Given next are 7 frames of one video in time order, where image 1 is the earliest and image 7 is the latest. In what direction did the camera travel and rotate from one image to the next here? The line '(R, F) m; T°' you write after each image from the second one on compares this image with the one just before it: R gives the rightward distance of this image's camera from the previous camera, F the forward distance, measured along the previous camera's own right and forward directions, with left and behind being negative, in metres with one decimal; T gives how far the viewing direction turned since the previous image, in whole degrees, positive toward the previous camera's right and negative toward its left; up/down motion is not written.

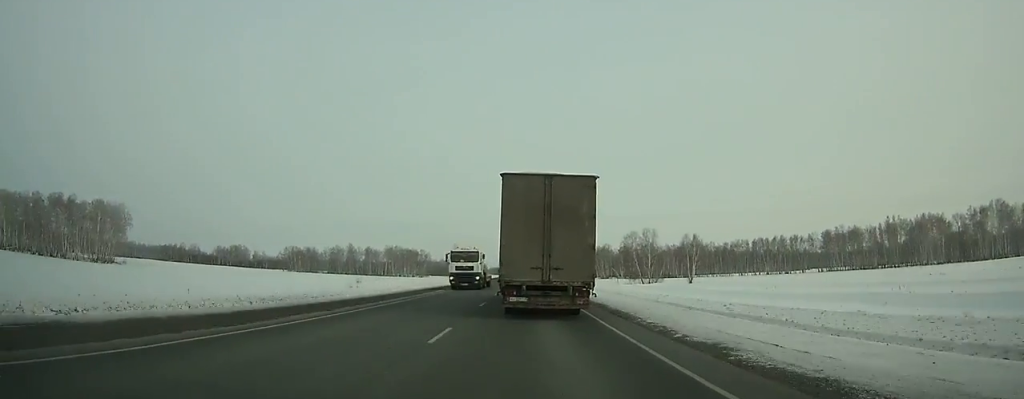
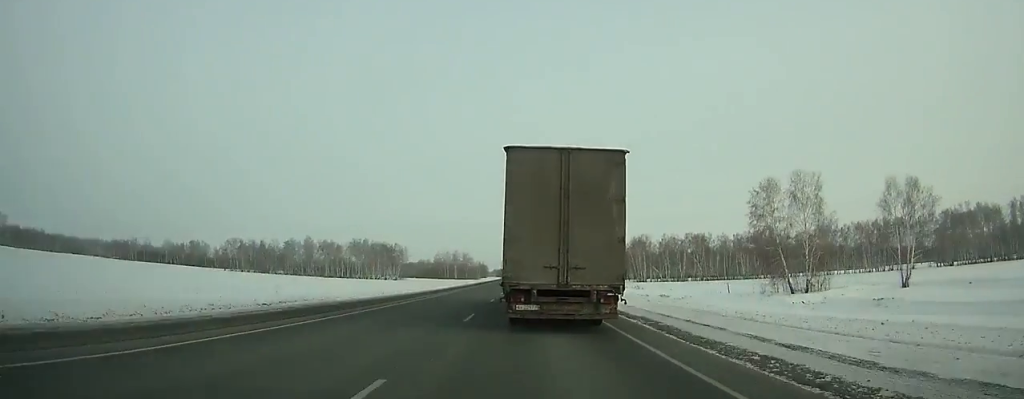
(-0.5, +90.0) m; 0°
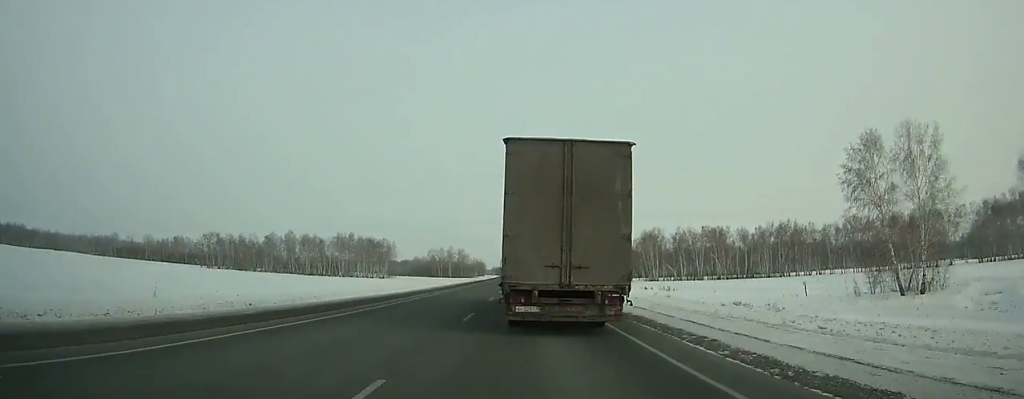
(0.0, +23.8) m; 0°
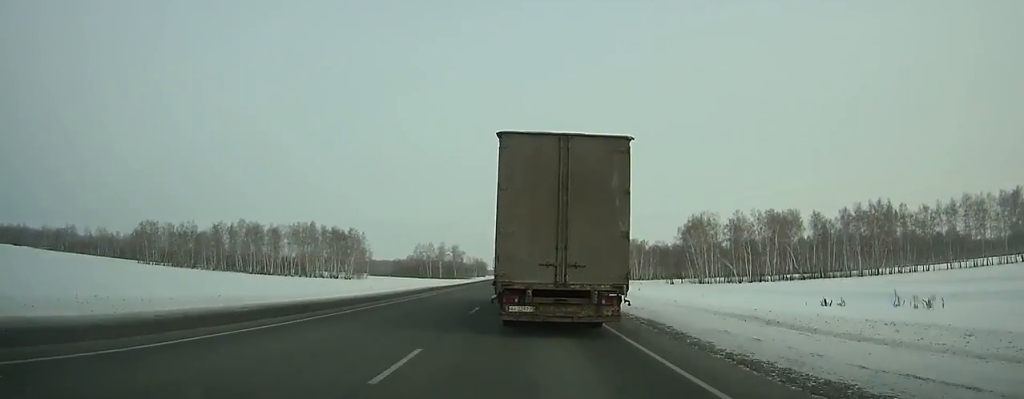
(-0.1, +57.5) m; 0°
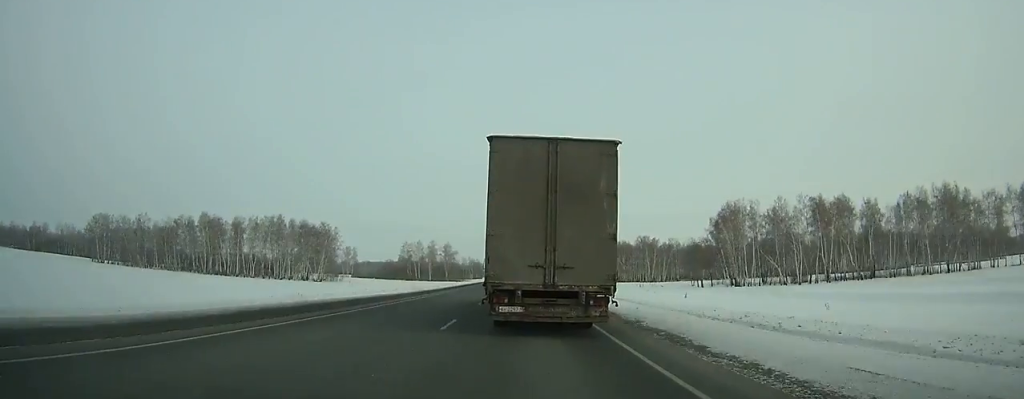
(0.0, +29.7) m; 0°
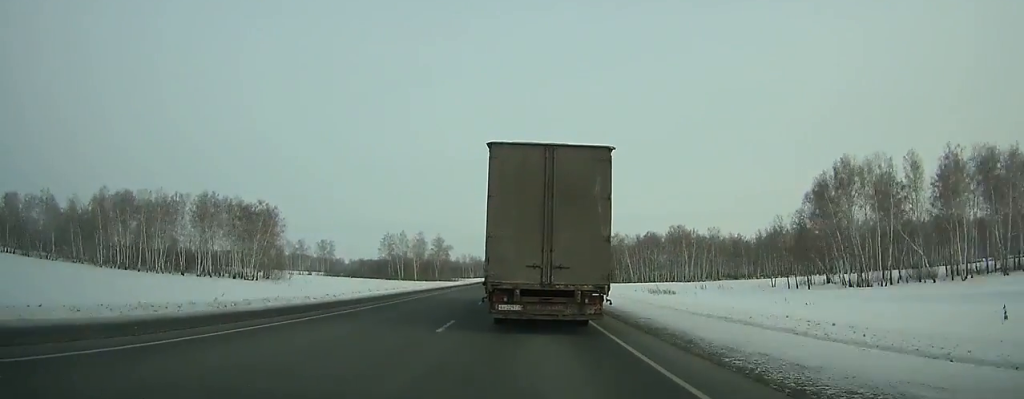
(-0.3, +50.9) m; -1°
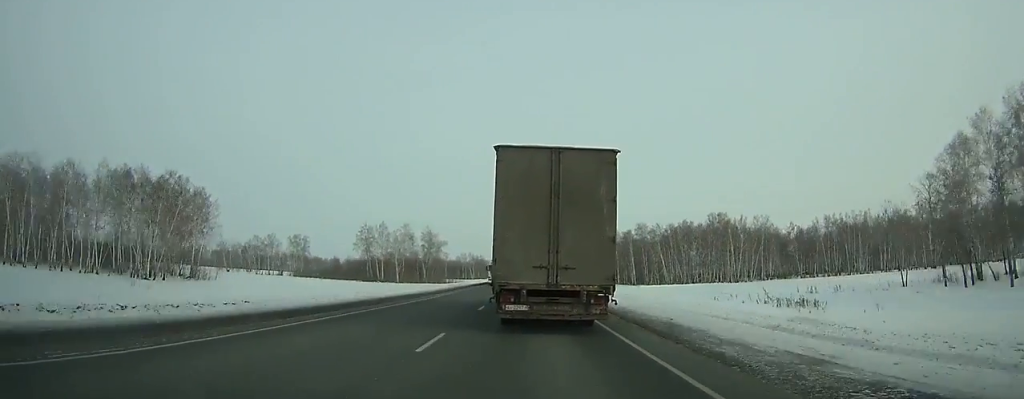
(-0.2, +42.5) m; -1°
